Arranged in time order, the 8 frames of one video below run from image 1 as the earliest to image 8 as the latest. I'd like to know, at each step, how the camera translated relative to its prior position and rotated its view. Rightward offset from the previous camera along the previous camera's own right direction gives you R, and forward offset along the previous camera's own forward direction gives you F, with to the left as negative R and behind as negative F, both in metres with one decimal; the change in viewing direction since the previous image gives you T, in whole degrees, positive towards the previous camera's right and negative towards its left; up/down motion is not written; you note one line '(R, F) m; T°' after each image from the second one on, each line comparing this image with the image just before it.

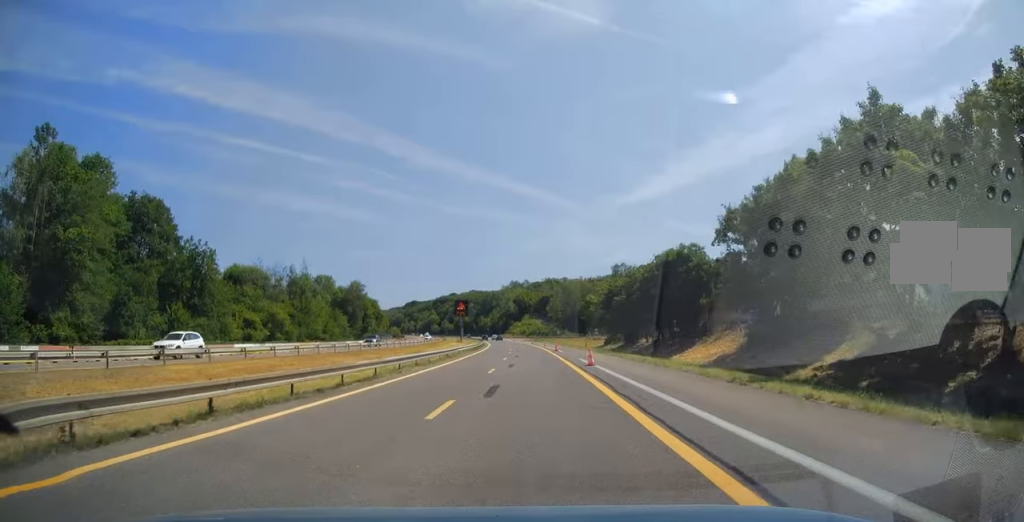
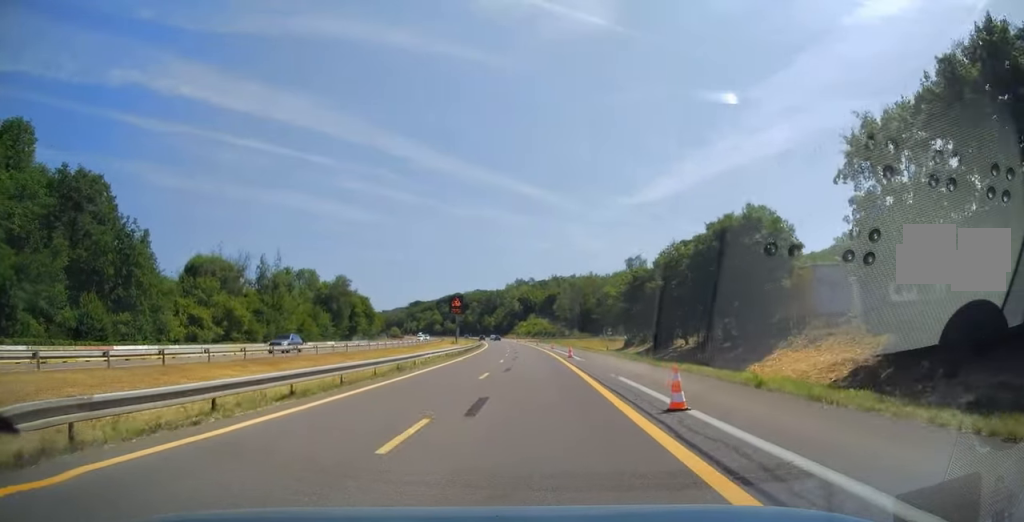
(0.0, +16.1) m; 0°
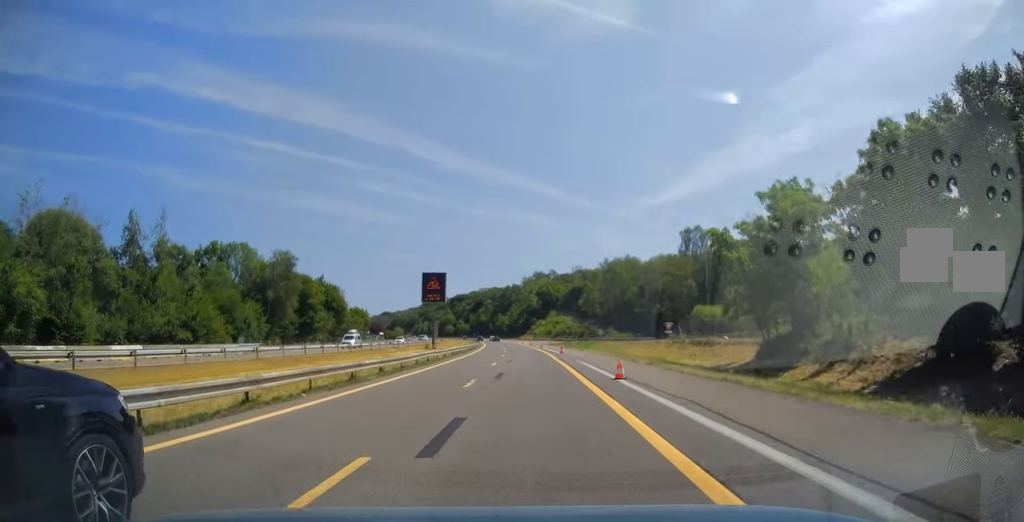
(-0.6, +42.4) m; -2°
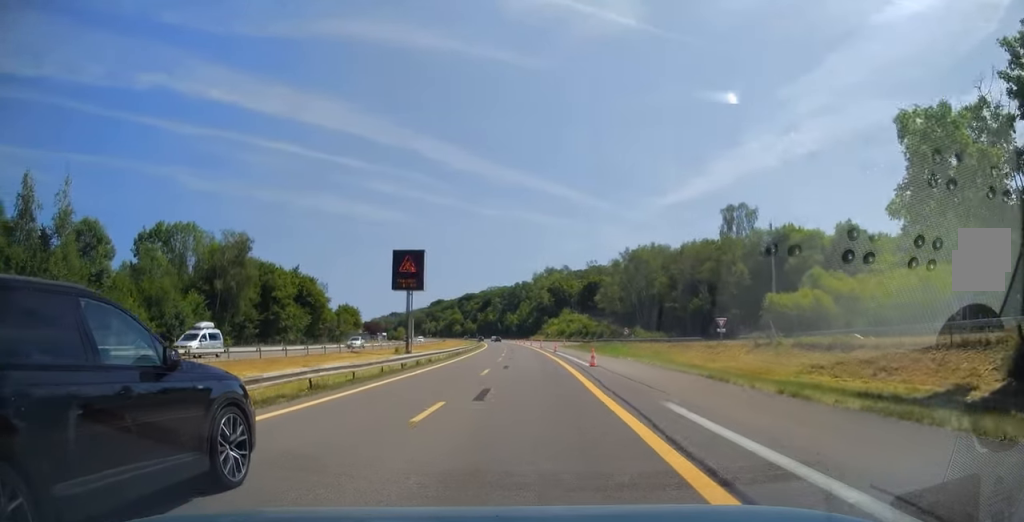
(-0.3, +19.9) m; -2°
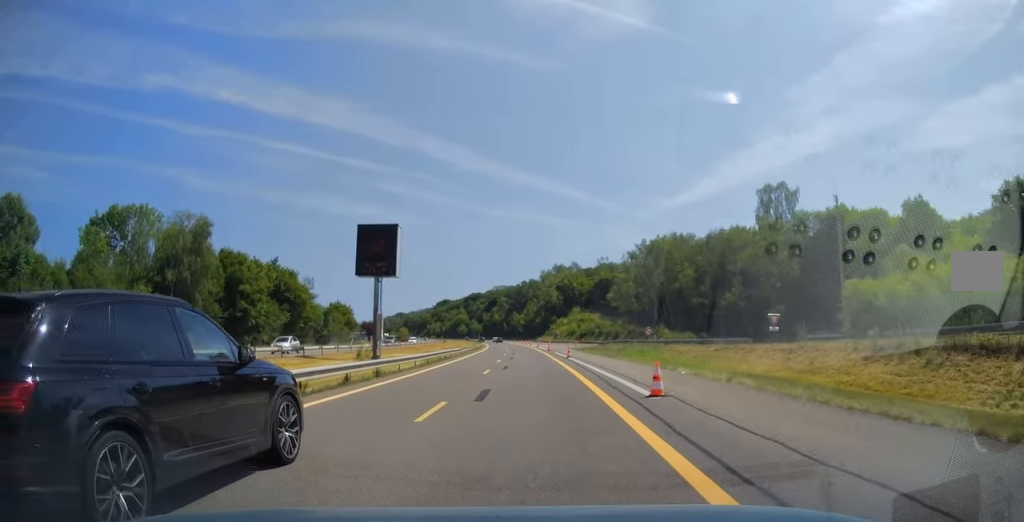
(-0.1, +13.0) m; -1°
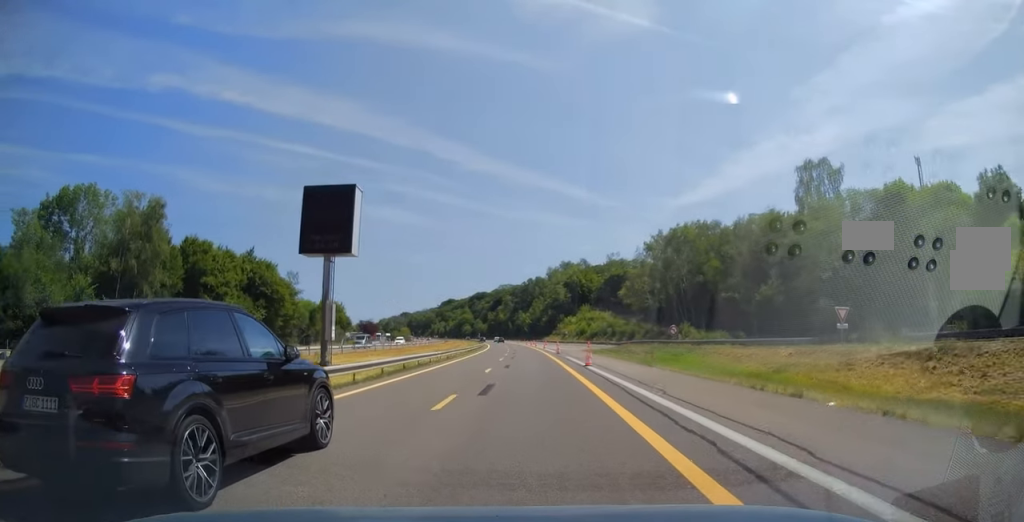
(-0.1, +11.3) m; -1°
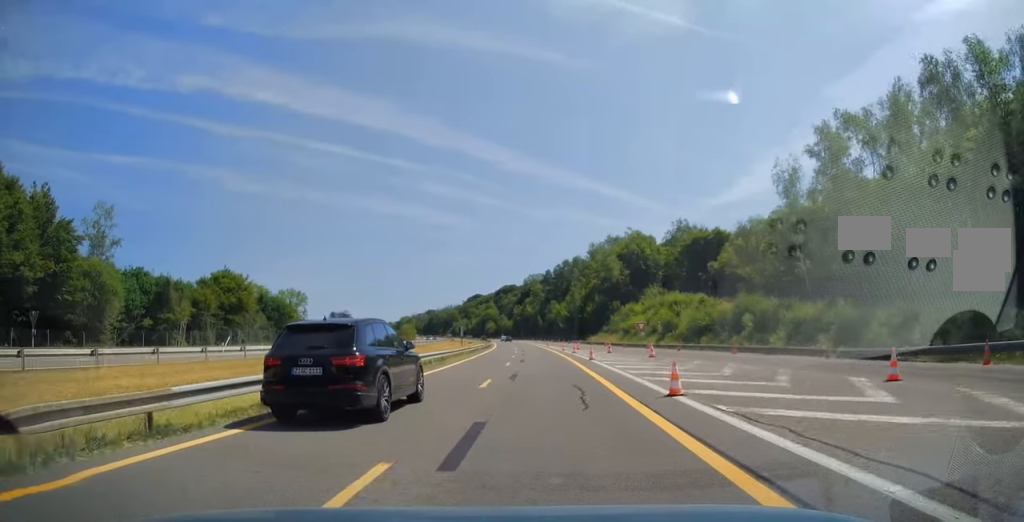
(-1.3, +60.3) m; -2°
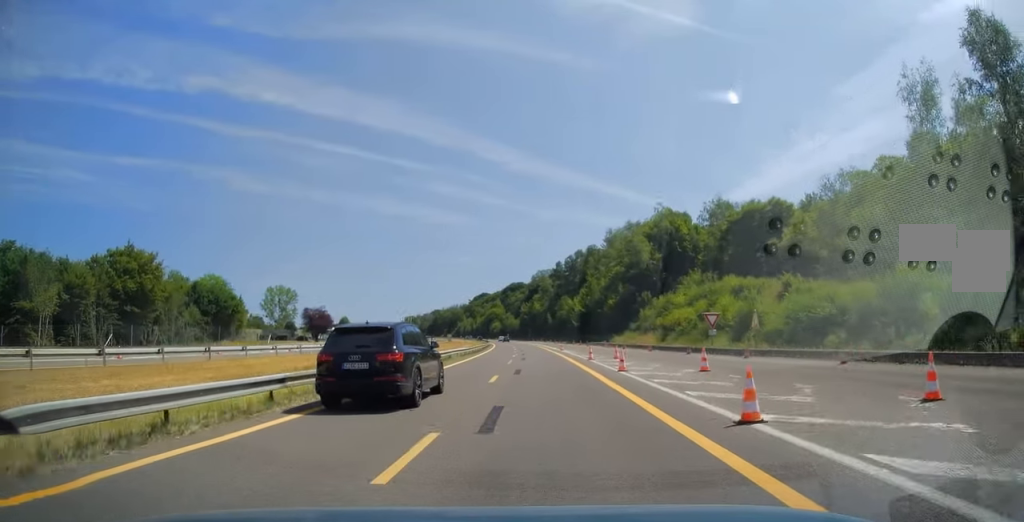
(-0.1, +23.9) m; -1°
